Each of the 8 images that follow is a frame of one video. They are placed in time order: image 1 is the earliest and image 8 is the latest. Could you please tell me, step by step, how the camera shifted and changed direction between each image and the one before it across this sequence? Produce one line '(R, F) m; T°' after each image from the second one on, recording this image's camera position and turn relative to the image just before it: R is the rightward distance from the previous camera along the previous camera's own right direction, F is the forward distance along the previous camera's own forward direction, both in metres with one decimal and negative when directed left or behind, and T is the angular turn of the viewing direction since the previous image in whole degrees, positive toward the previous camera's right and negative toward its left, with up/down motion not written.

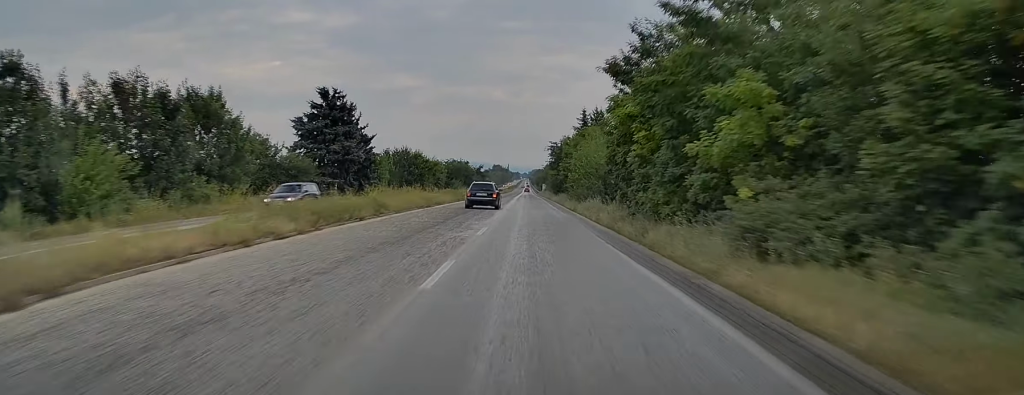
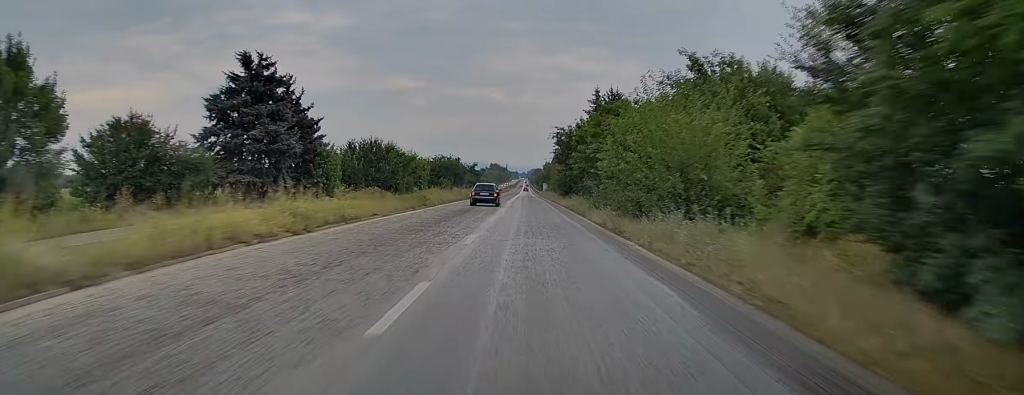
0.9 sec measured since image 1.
(-0.1, +20.2) m; 0°
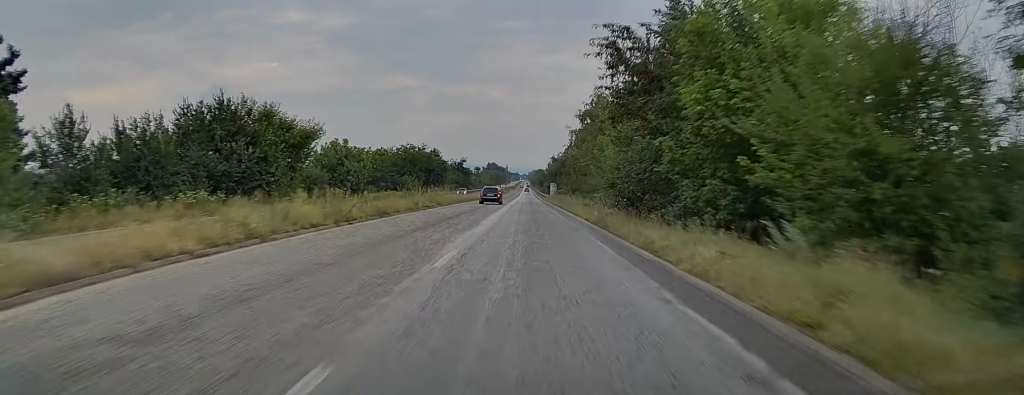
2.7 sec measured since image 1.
(+0.5, +41.1) m; 0°
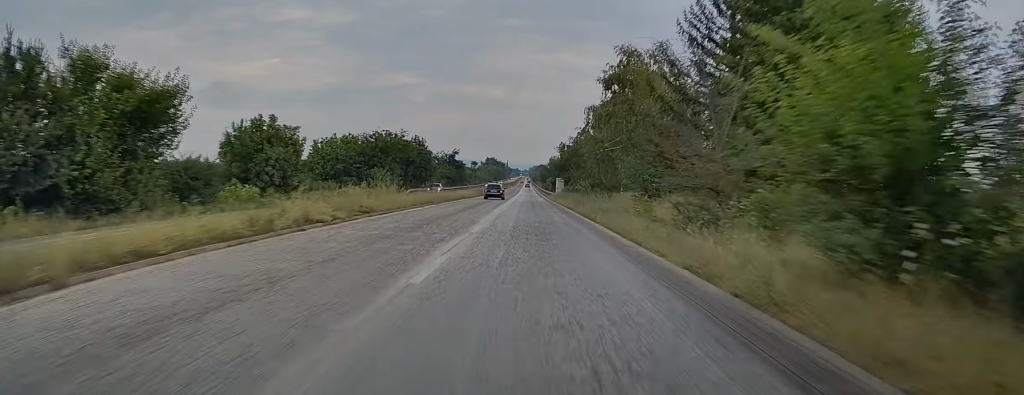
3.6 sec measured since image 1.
(-0.3, +19.5) m; 0°
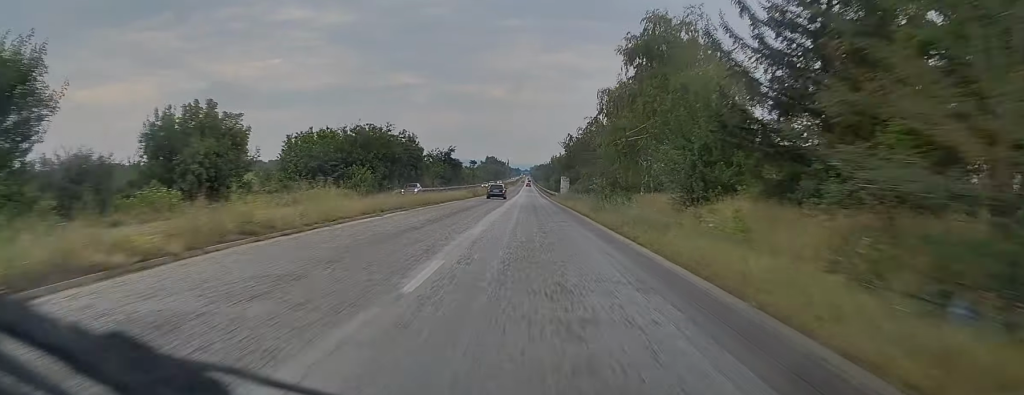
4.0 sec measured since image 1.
(+0.1, +9.8) m; 0°
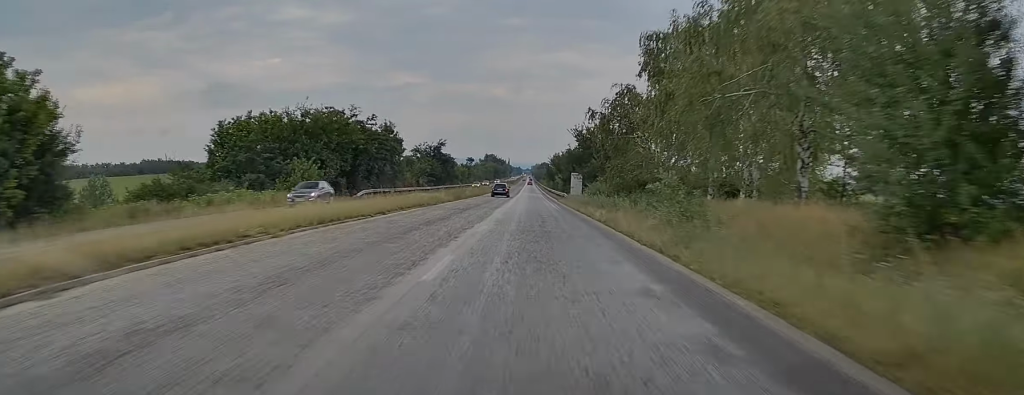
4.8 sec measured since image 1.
(+0.1, +17.3) m; 0°
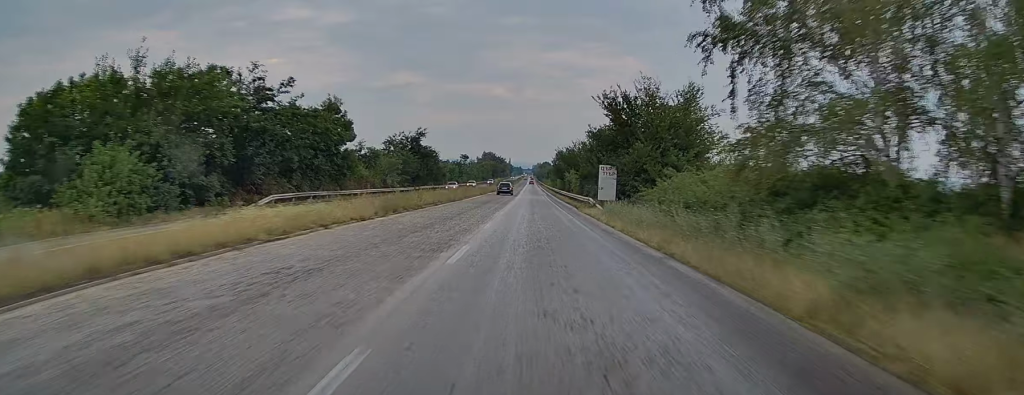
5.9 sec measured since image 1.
(-0.2, +24.2) m; 0°
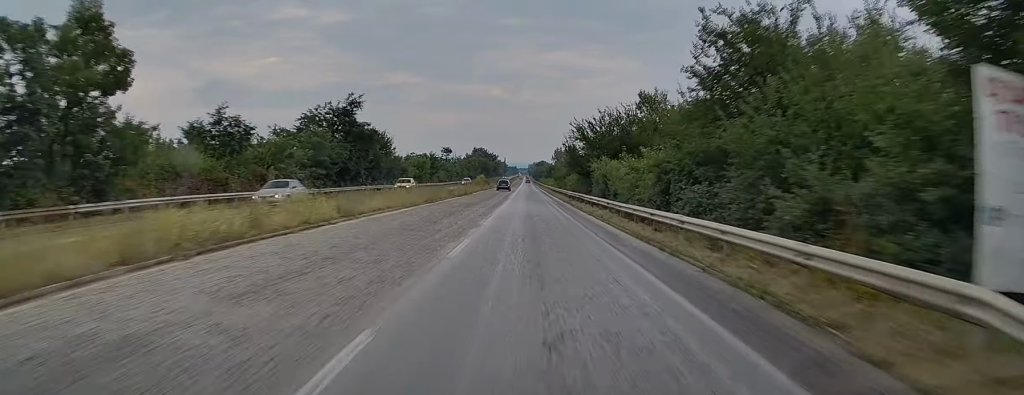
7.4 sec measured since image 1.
(0.0, +35.1) m; -1°
